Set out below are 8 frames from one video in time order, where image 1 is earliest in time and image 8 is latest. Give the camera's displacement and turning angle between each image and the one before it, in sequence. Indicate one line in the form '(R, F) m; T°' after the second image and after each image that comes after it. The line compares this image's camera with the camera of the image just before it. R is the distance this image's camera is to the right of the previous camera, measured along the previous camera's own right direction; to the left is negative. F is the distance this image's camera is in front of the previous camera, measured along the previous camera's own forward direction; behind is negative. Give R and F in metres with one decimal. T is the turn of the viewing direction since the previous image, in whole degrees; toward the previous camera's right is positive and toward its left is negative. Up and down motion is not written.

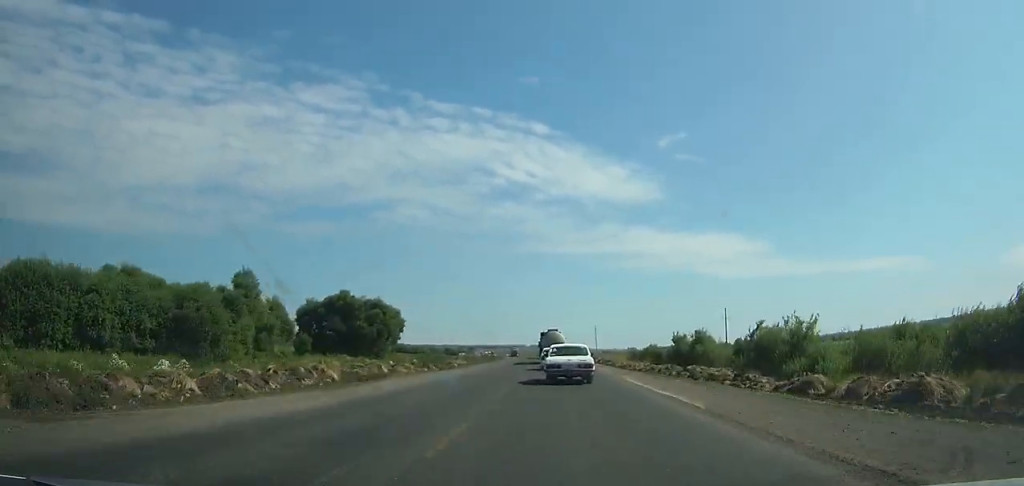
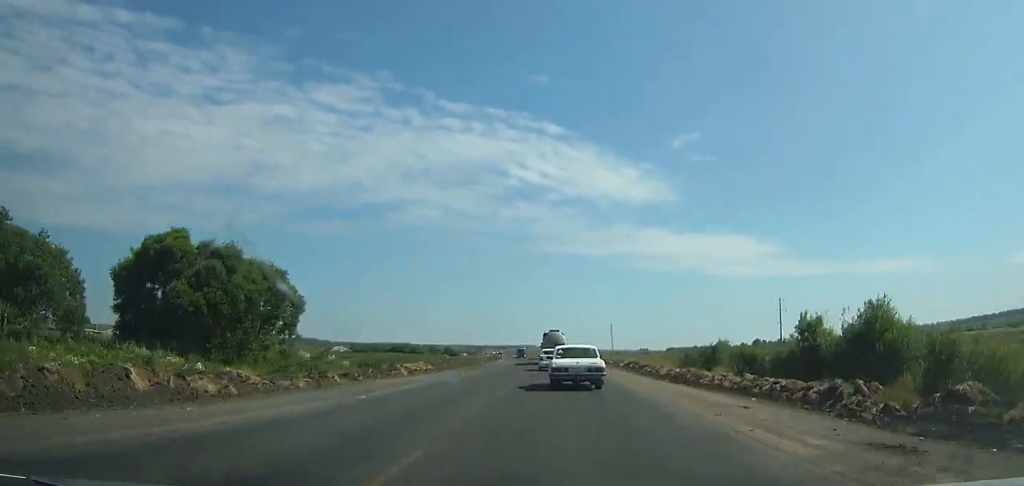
(-0.2, +39.1) m; -1°
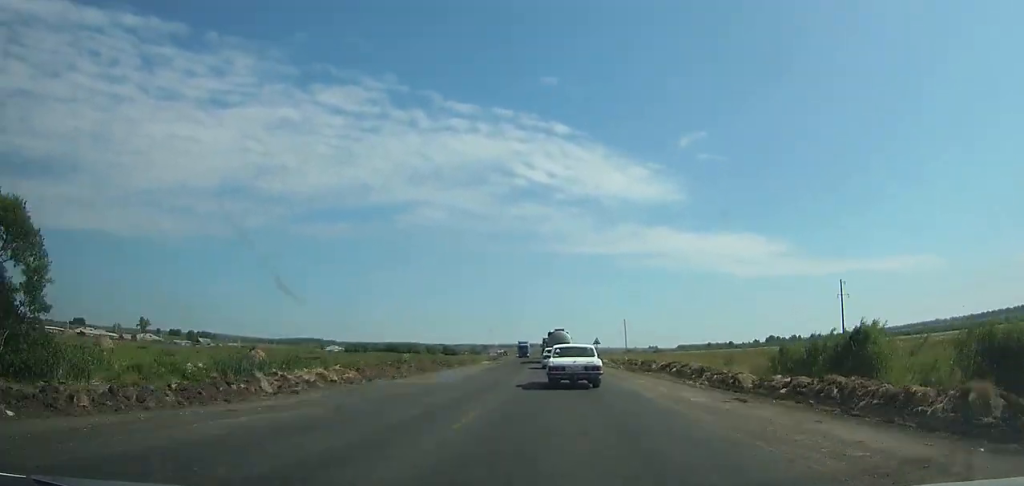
(-0.1, +32.3) m; -1°
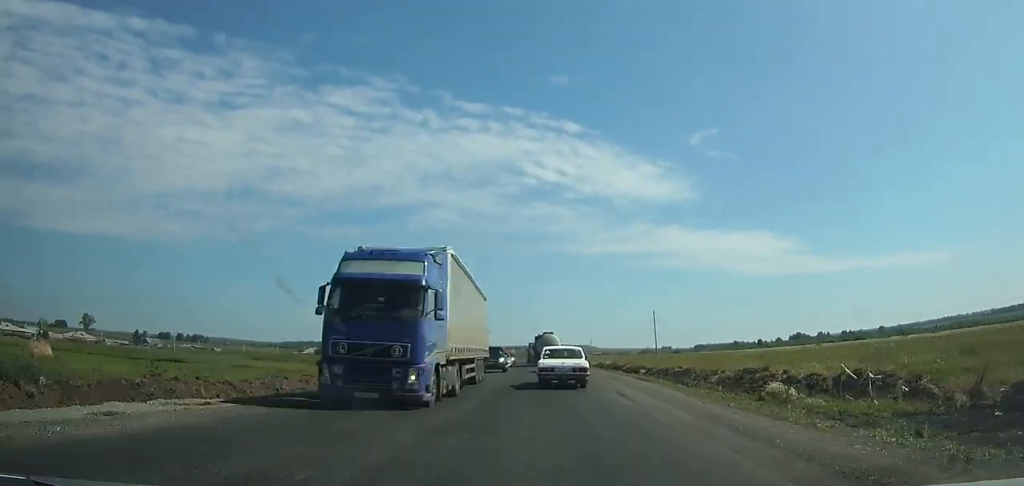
(-1.1, +65.8) m; -2°
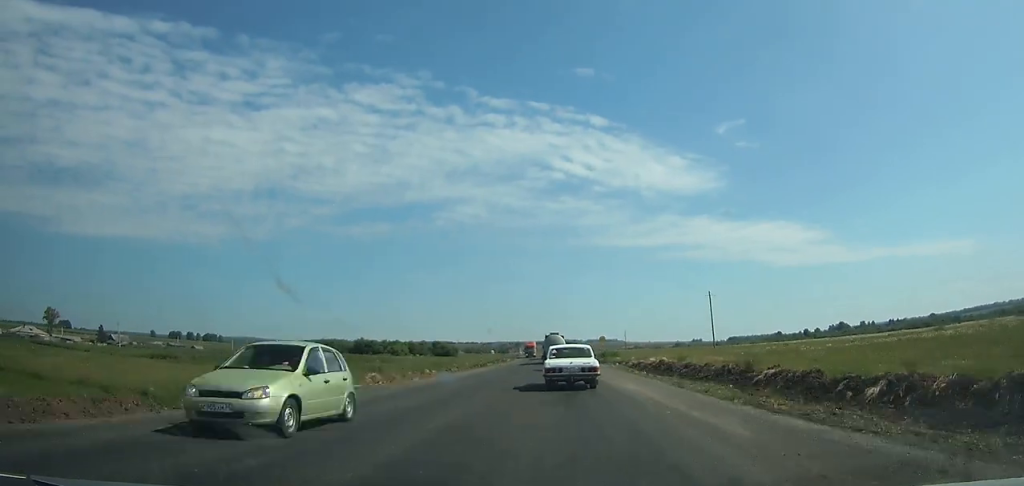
(-0.9, +51.1) m; -2°
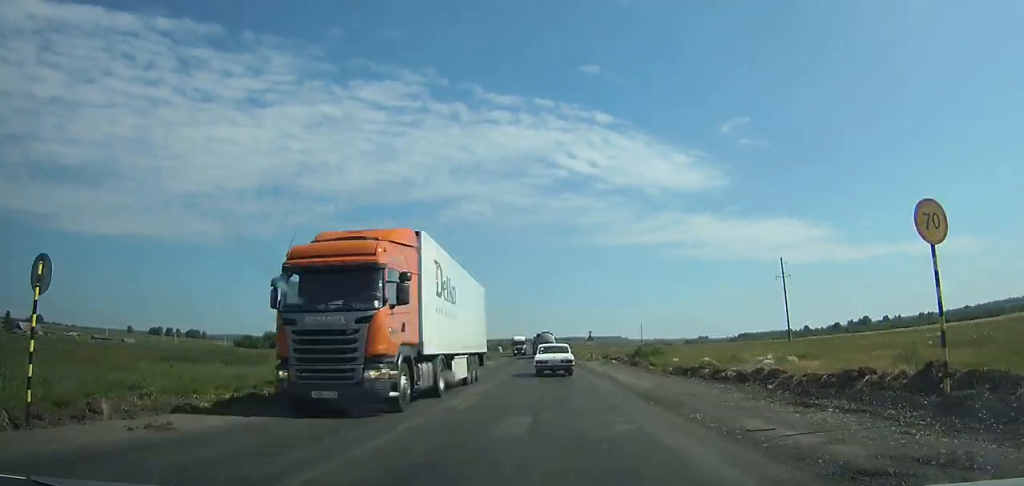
(-0.8, +63.2) m; -1°
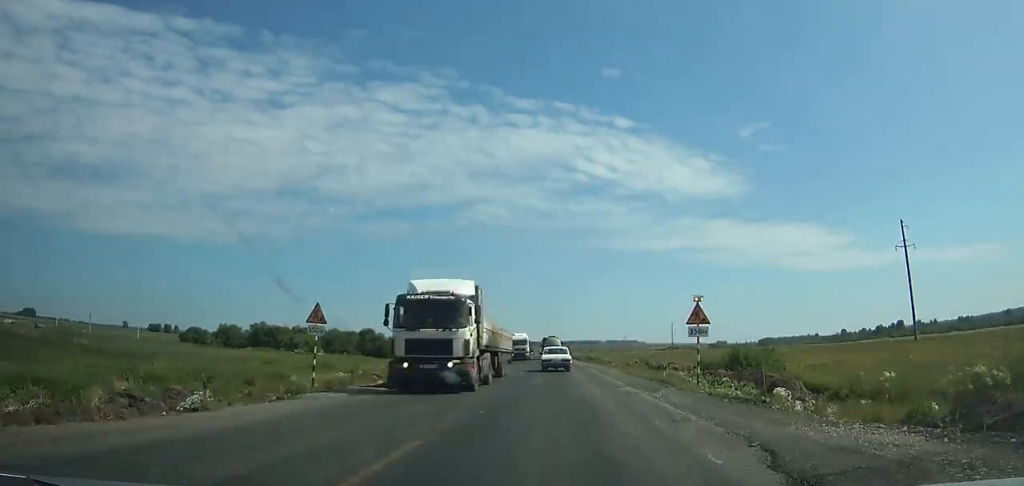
(-0.3, +44.6) m; -1°
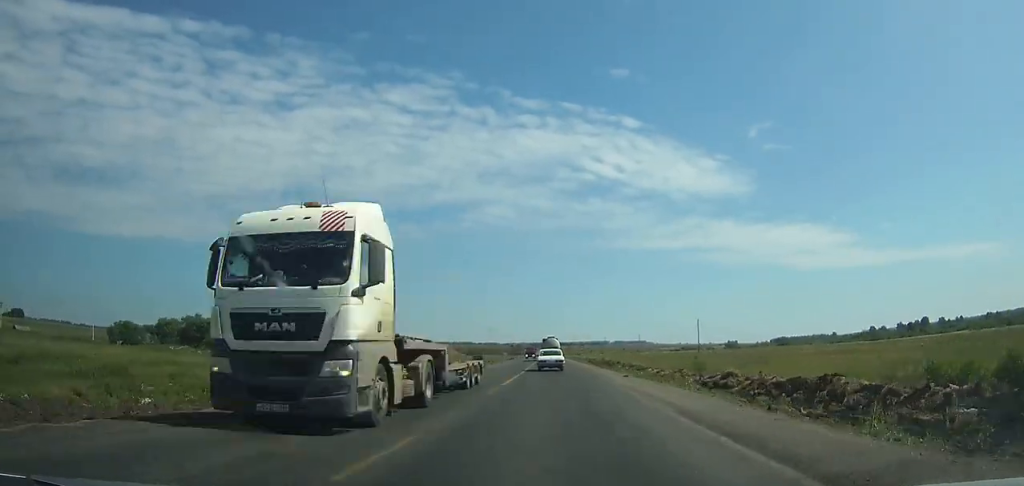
(-0.1, +35.7) m; -1°
